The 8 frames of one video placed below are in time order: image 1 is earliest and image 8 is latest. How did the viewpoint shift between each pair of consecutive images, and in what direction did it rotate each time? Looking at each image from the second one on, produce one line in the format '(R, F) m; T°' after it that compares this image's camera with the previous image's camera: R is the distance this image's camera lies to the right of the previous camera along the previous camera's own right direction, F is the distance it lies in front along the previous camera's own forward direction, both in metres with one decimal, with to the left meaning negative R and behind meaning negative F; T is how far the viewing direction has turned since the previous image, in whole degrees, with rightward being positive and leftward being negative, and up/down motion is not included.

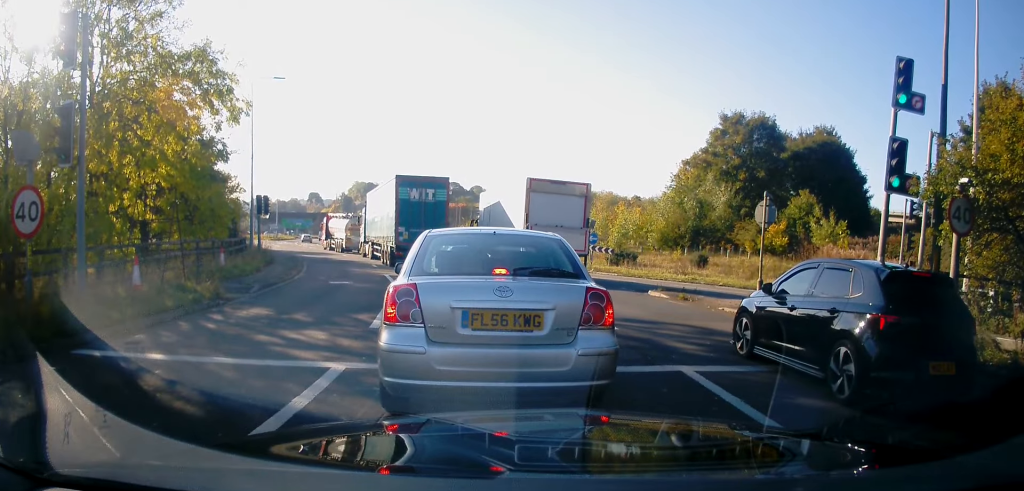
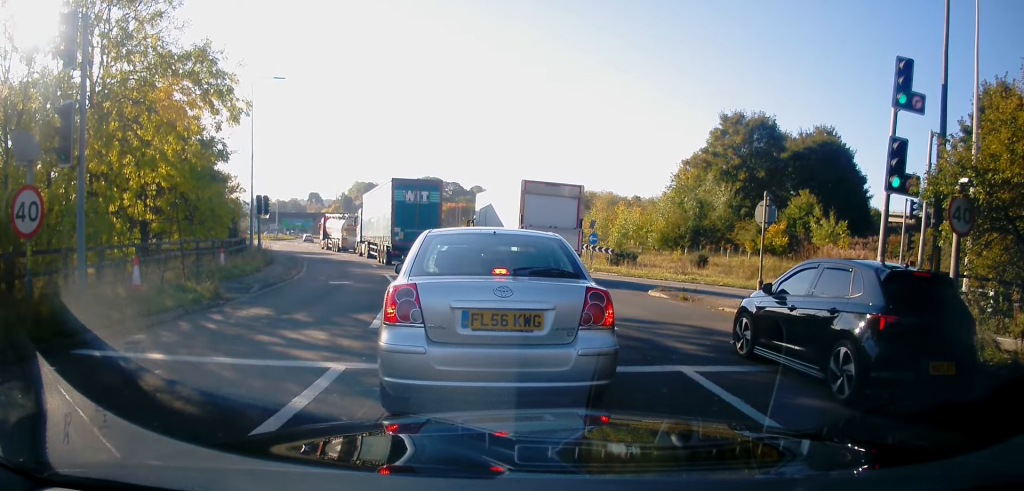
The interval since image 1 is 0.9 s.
(0.0, +0.1) m; 0°
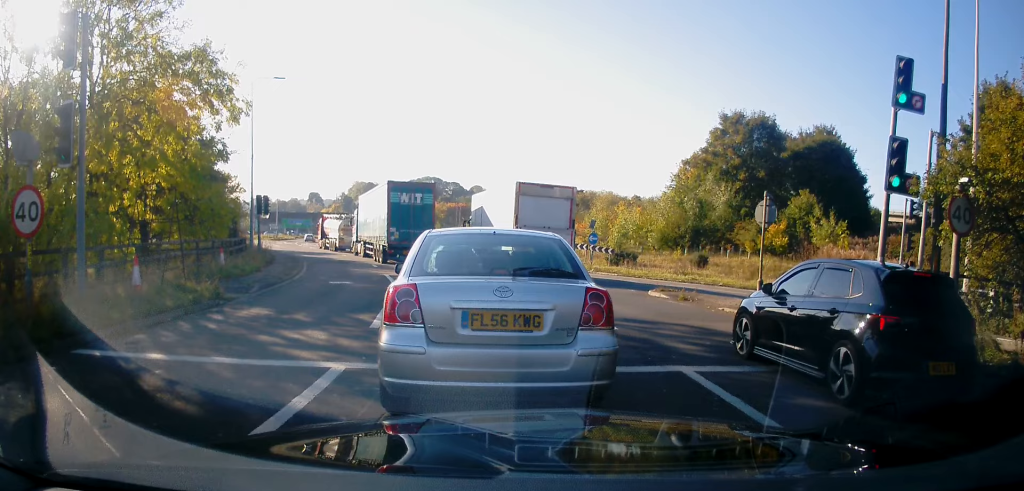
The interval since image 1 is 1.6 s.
(0.0, +0.1) m; 0°
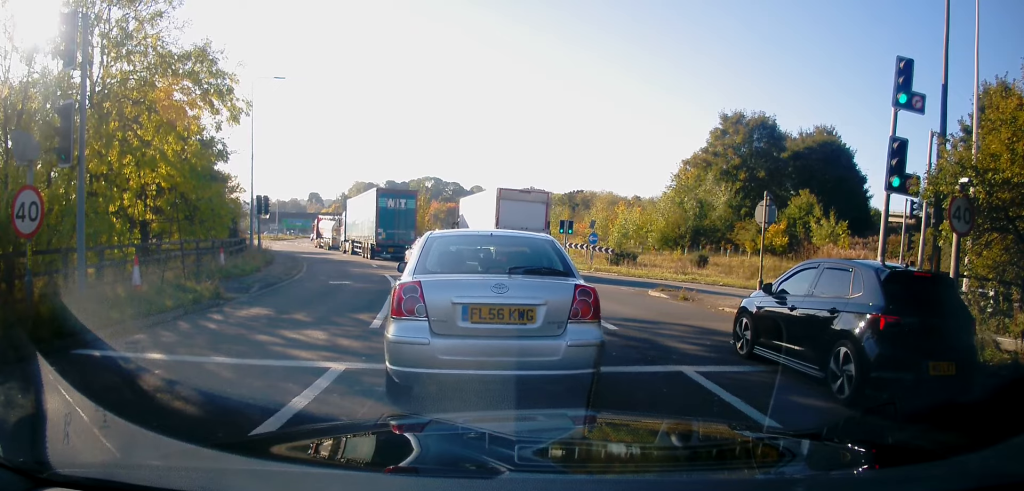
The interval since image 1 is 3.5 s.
(+0.1, +0.2) m; 0°
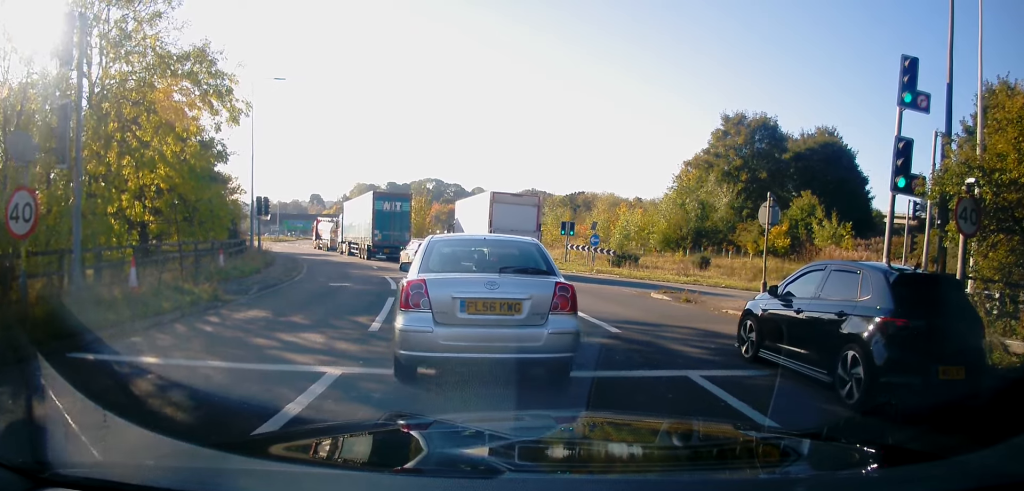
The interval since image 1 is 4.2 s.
(+0.2, +0.3) m; 0°
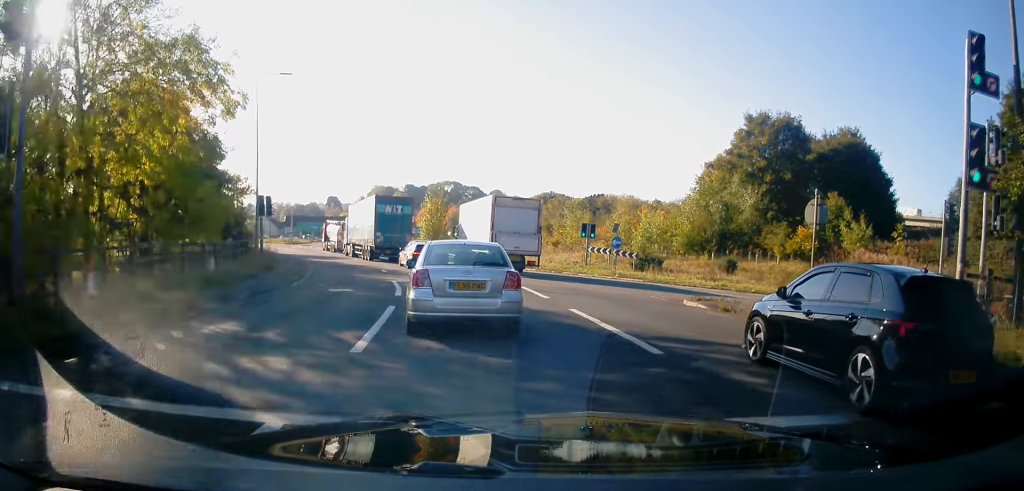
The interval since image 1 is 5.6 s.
(0.0, +2.5) m; -2°
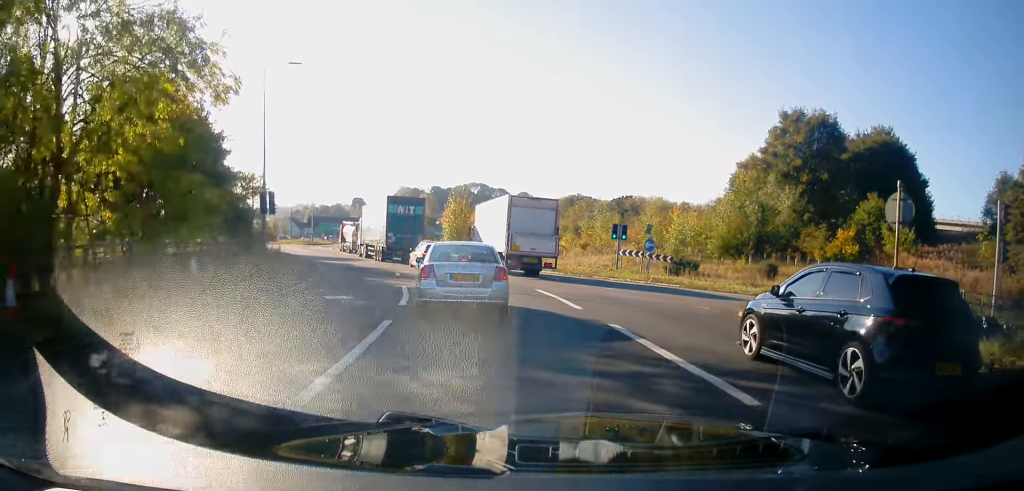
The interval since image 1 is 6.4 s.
(0.0, +3.0) m; -1°
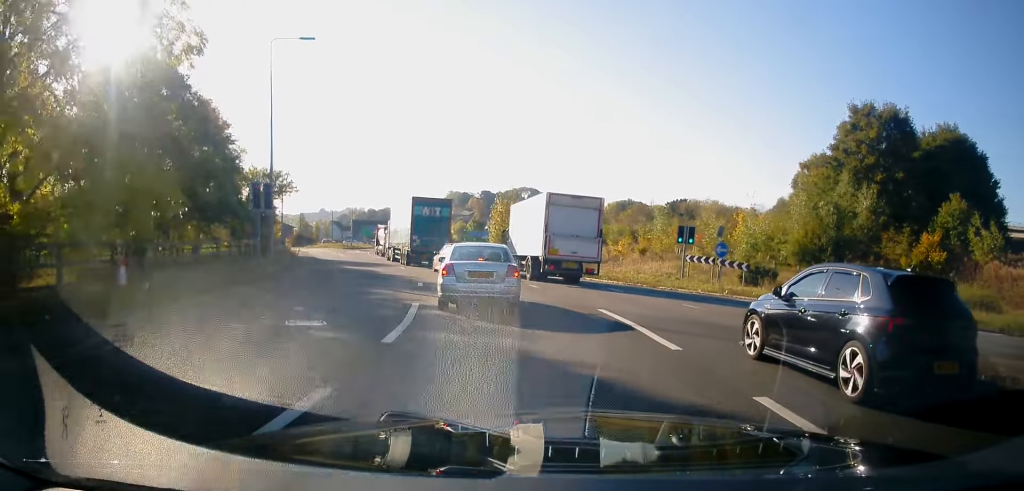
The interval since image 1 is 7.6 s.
(-0.1, +6.5) m; -4°
